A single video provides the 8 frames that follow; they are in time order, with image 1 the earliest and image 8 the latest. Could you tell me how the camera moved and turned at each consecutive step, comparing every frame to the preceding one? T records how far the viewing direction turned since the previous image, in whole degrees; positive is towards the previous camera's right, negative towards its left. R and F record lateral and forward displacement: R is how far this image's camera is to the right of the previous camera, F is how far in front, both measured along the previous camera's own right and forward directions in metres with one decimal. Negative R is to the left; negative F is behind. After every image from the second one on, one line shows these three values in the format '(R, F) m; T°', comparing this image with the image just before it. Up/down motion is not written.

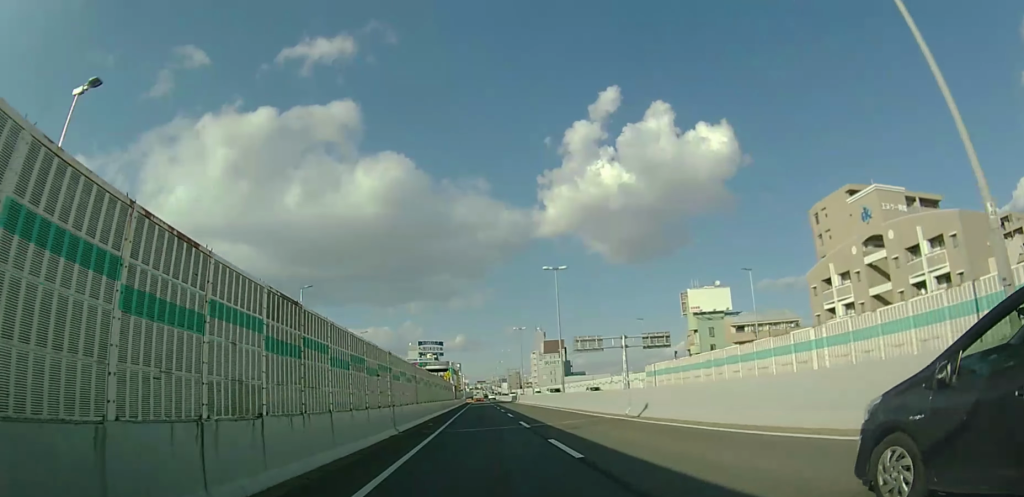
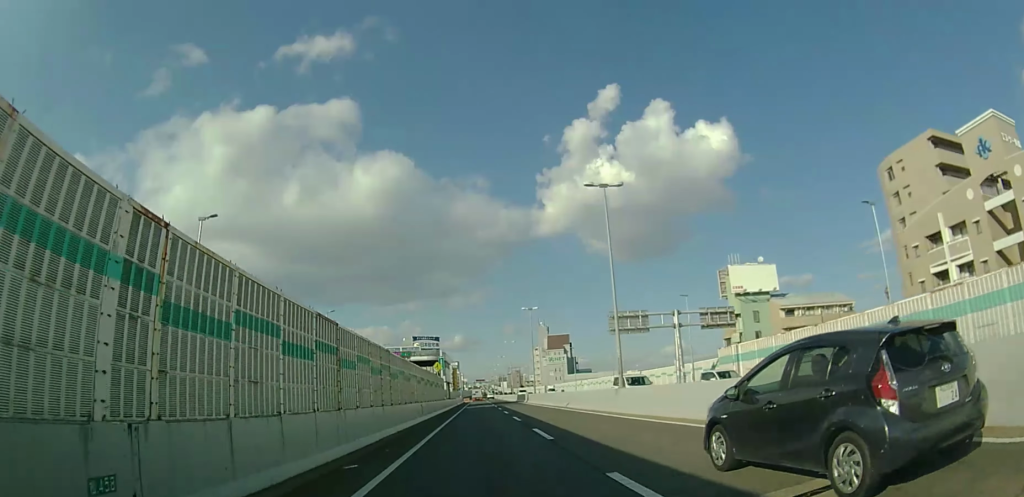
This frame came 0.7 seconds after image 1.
(0.0, +16.6) m; 0°
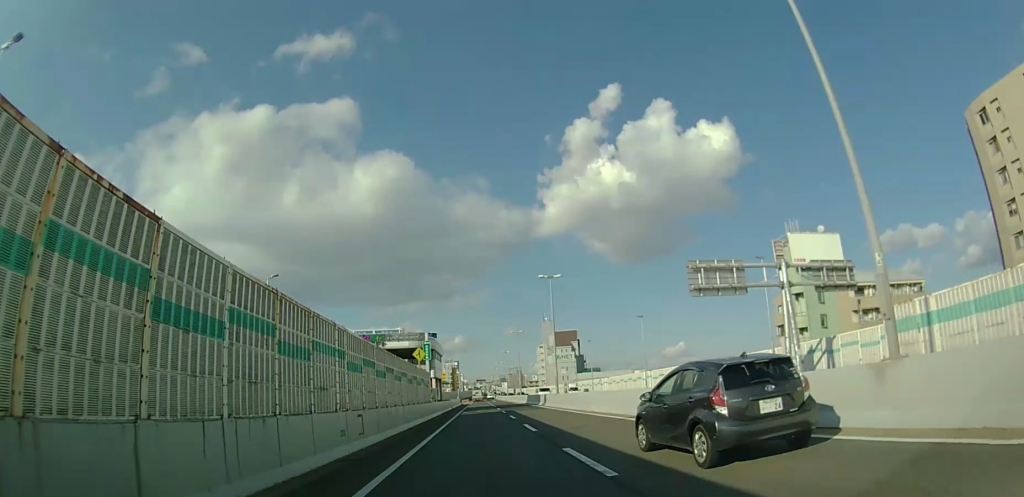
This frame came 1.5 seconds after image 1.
(-0.1, +16.6) m; 0°
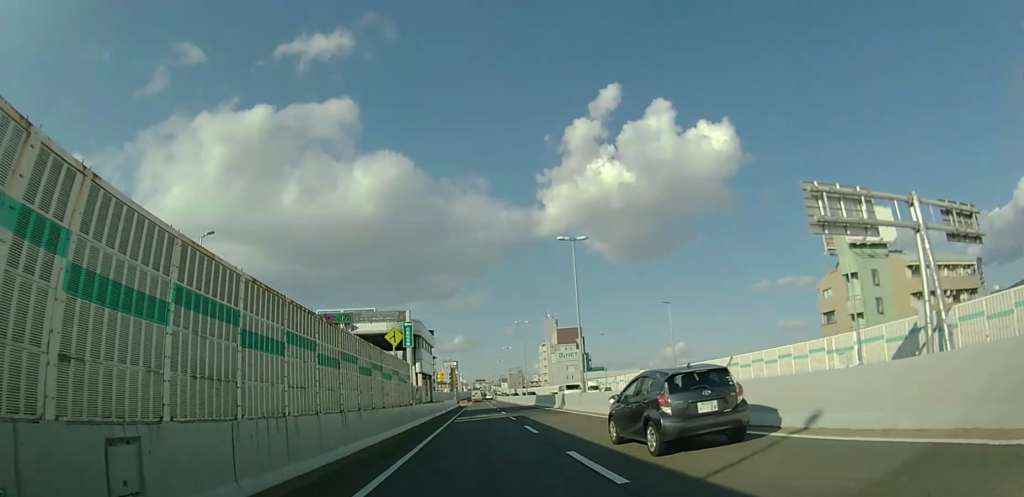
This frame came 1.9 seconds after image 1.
(0.0, +10.5) m; 0°
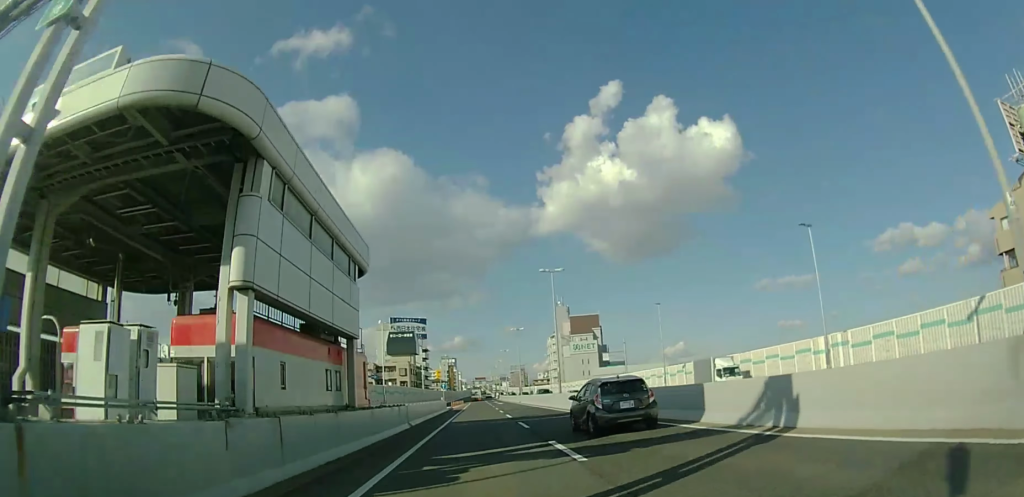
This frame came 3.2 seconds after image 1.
(+0.1, +27.7) m; 0°
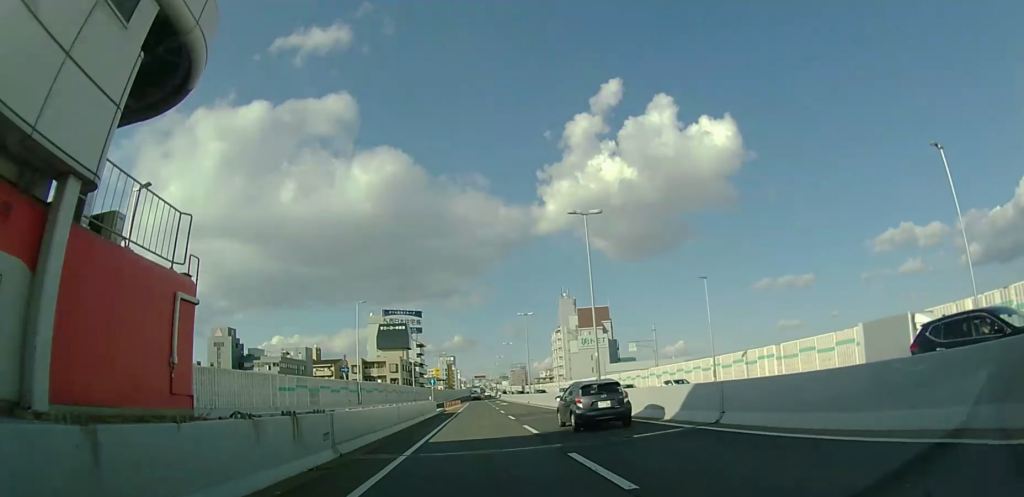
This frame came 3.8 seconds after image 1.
(0.0, +13.4) m; 0°
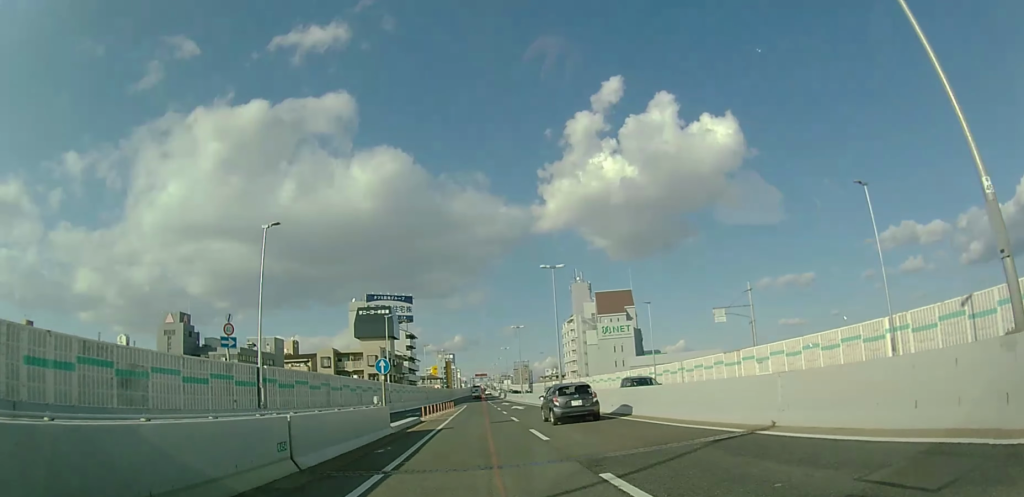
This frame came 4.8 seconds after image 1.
(-0.1, +23.0) m; -1°
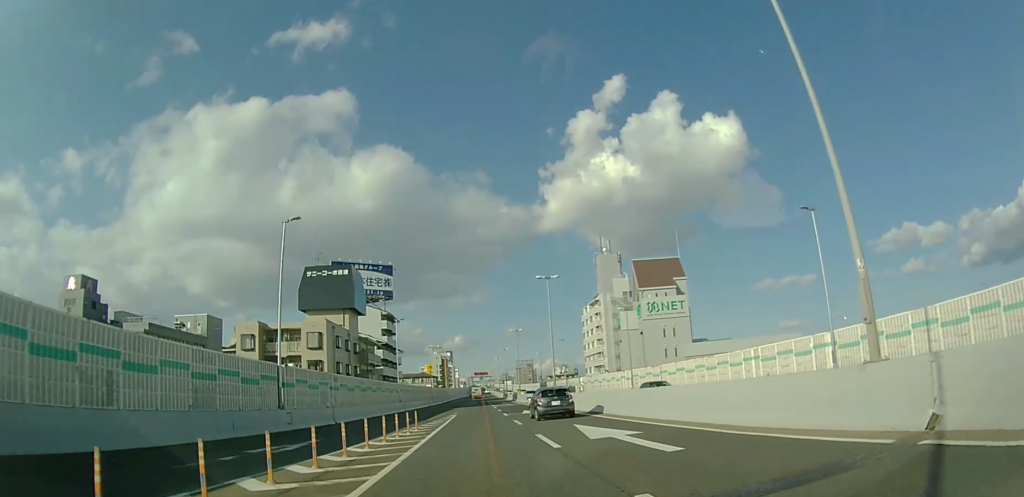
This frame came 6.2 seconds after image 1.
(-0.2, +31.8) m; 0°
